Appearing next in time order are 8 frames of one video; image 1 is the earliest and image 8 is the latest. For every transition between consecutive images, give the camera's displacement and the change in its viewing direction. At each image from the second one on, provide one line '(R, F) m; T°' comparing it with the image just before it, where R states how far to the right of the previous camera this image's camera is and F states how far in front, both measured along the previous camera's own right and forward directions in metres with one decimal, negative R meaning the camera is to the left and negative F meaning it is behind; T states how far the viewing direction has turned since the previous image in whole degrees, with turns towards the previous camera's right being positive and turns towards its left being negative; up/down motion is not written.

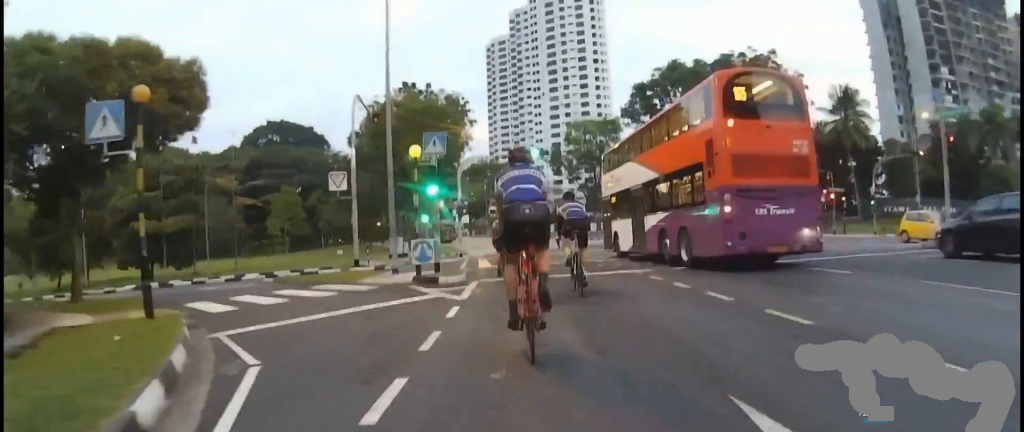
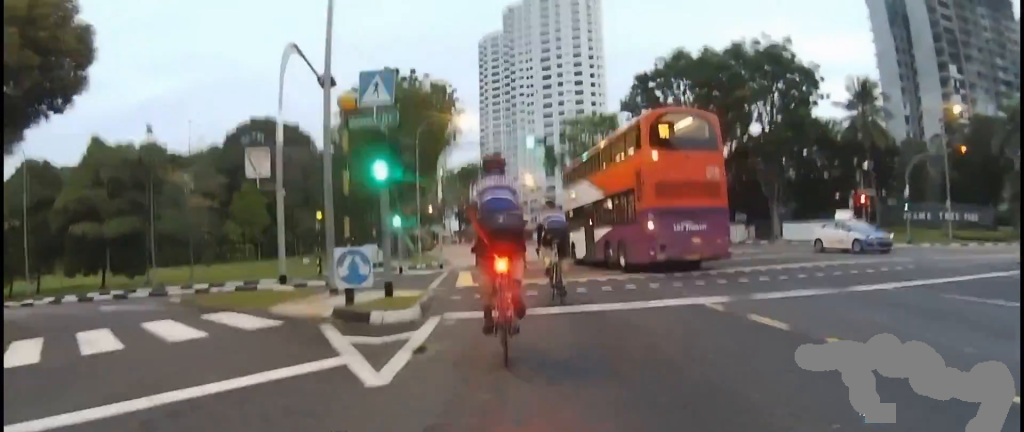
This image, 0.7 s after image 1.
(-0.3, +5.5) m; -3°
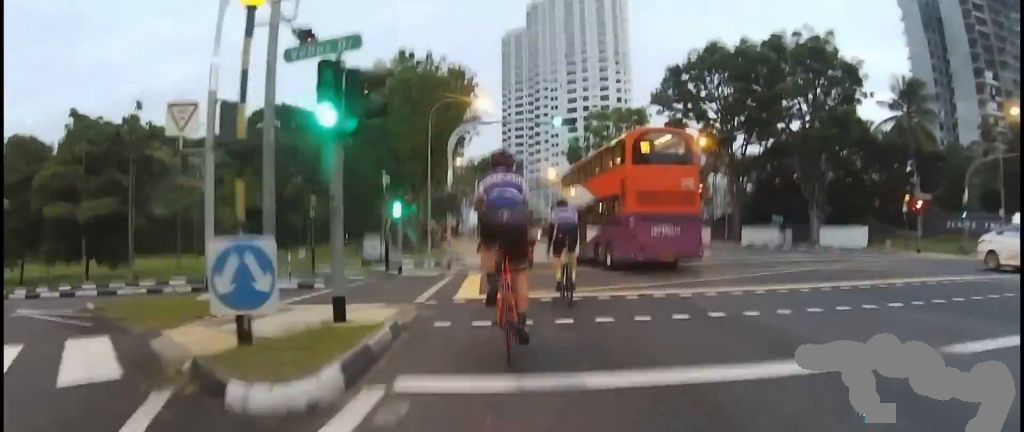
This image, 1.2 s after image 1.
(0.0, +4.1) m; 0°
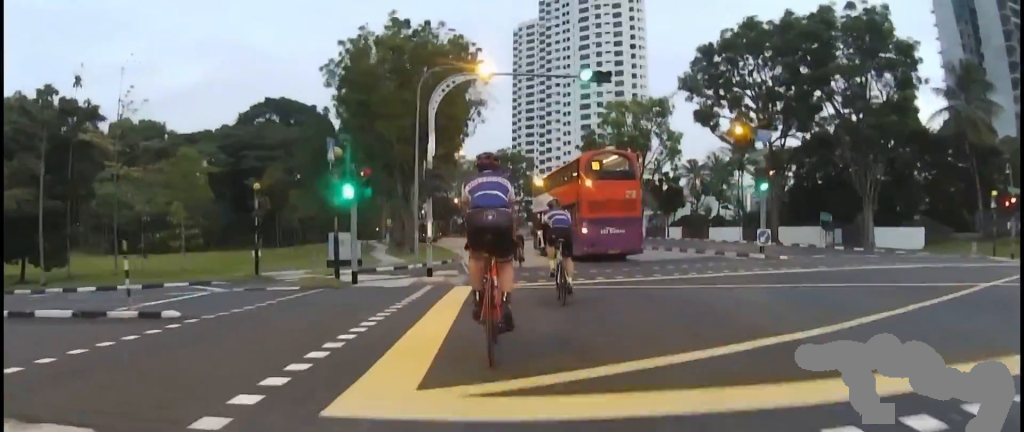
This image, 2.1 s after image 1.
(0.0, +7.6) m; 0°
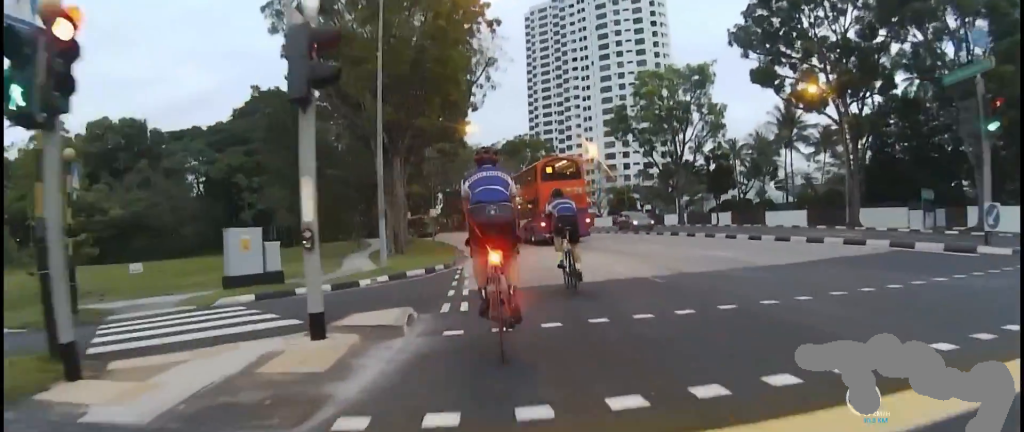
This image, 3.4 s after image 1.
(0.0, +11.3) m; 0°
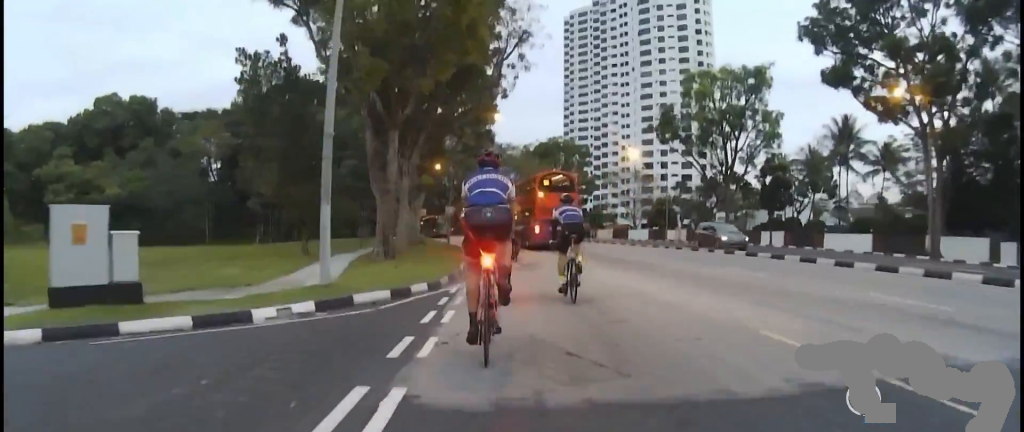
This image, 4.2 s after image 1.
(0.0, +7.0) m; 0°
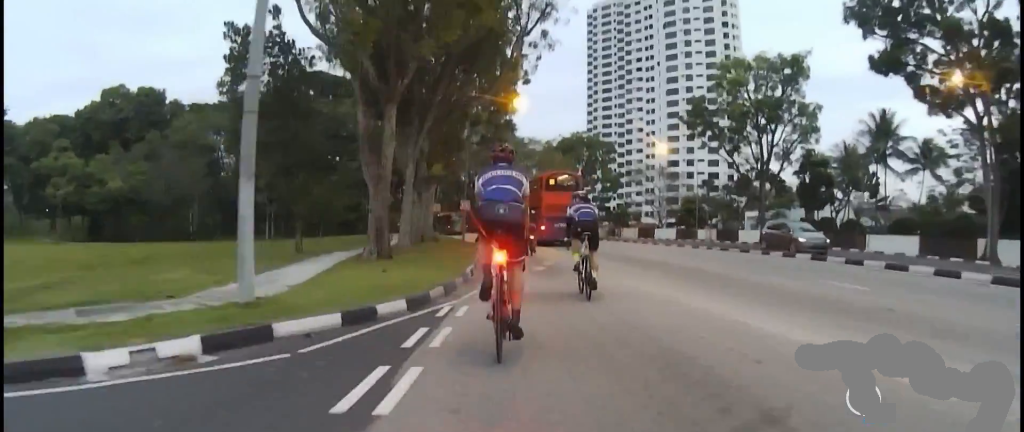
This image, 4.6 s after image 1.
(0.0, +3.7) m; 0°
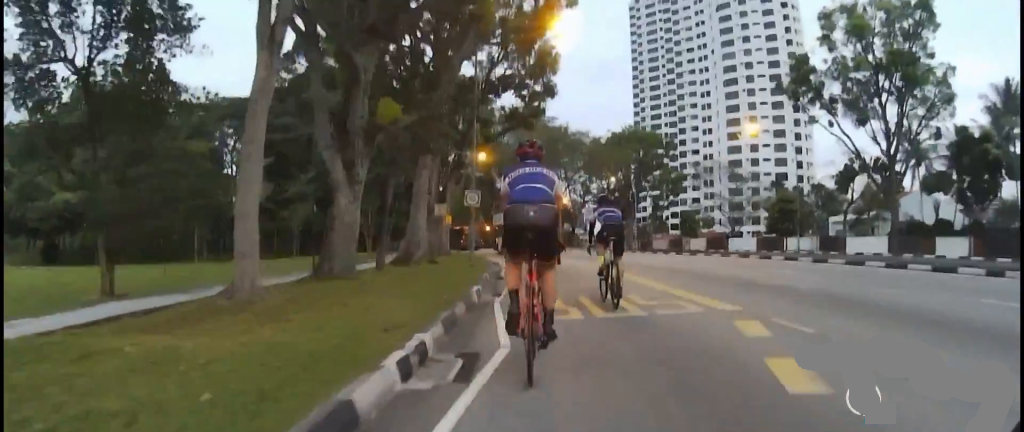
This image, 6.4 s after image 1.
(-0.6, +15.6) m; -10°
